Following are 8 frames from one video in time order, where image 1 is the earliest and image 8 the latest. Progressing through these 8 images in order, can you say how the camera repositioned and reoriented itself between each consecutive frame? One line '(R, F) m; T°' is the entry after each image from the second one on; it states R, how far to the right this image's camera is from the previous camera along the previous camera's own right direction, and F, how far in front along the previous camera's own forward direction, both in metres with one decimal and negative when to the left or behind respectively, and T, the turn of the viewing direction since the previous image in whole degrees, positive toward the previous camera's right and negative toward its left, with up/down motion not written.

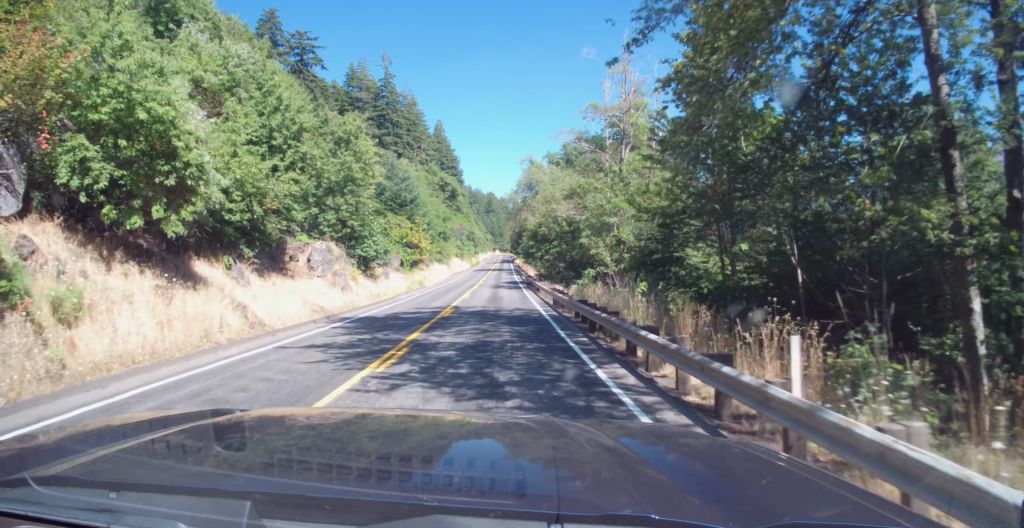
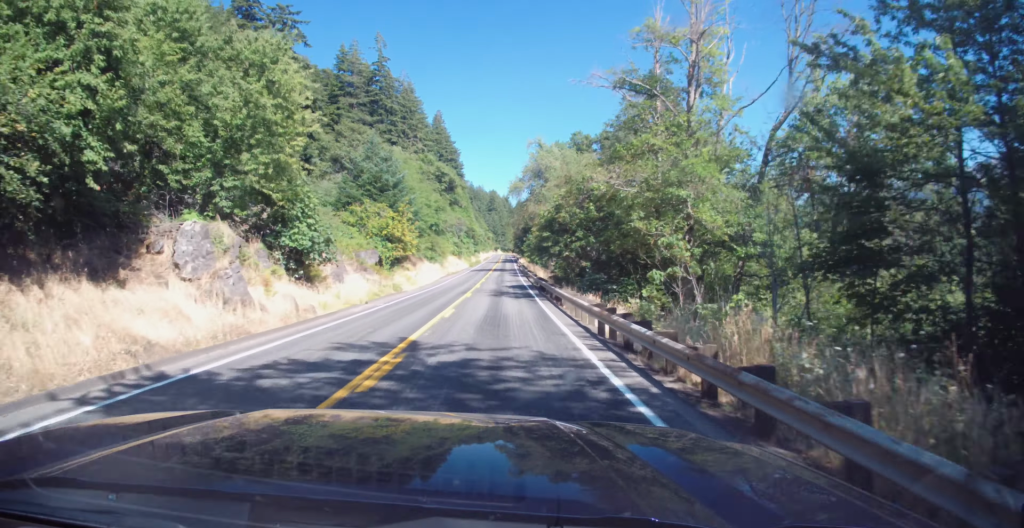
(-0.1, +13.8) m; +1°
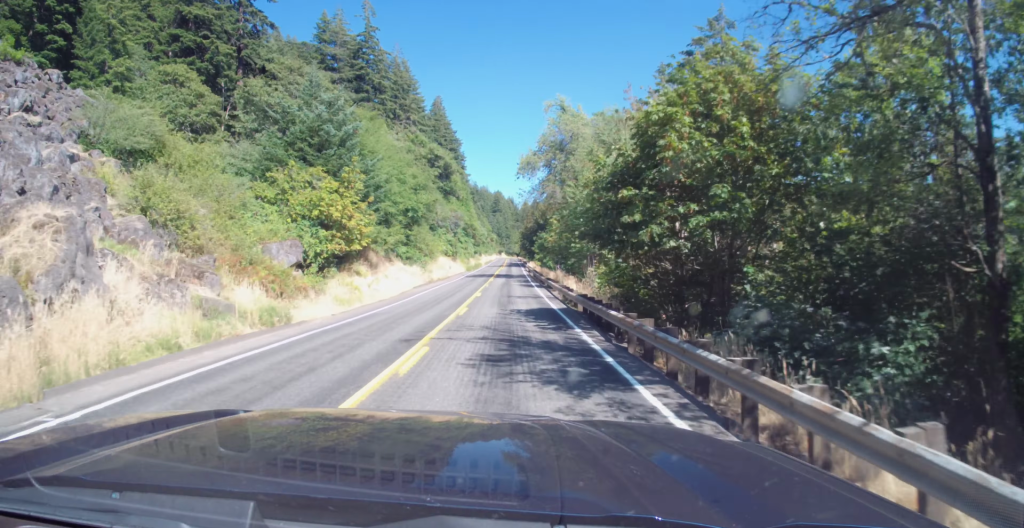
(+0.4, +24.0) m; +1°
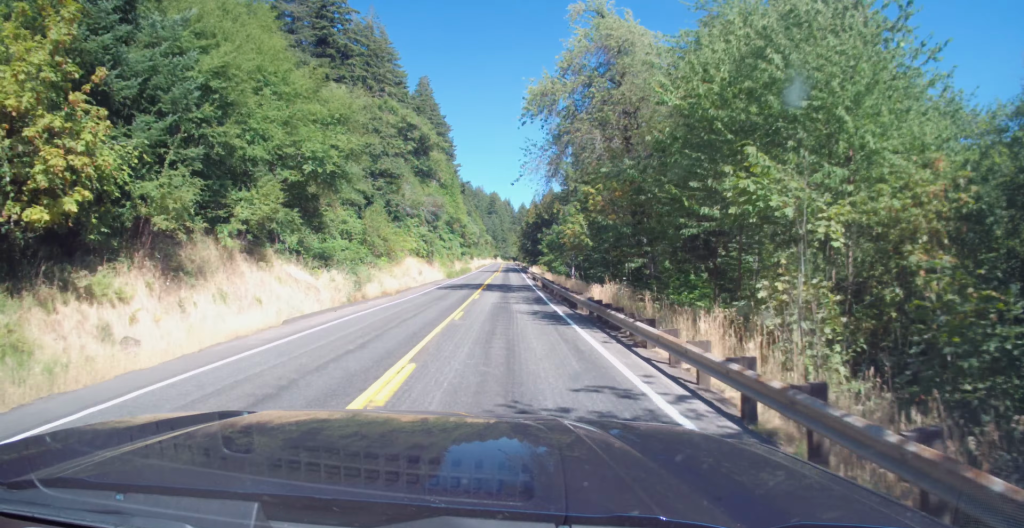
(0.0, +26.0) m; -1°
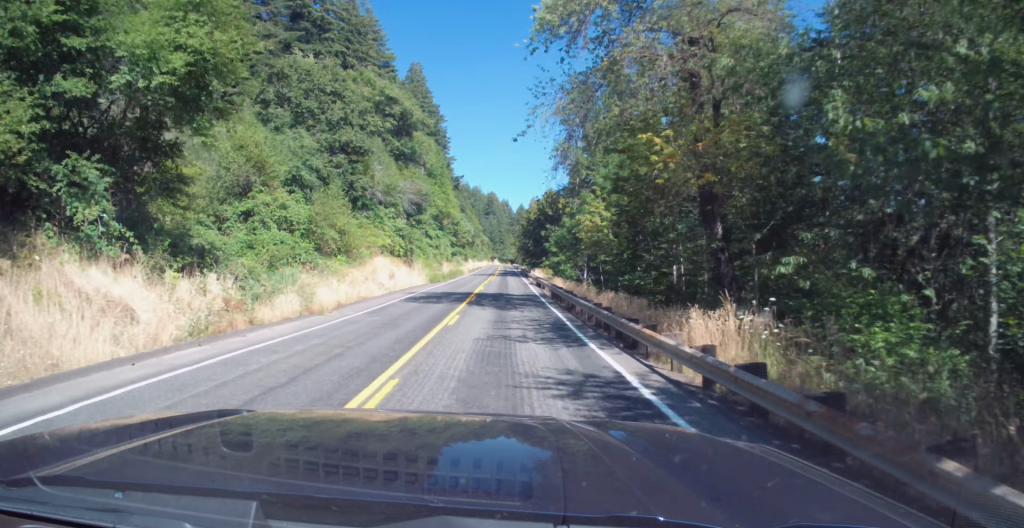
(-0.2, +13.7) m; 0°
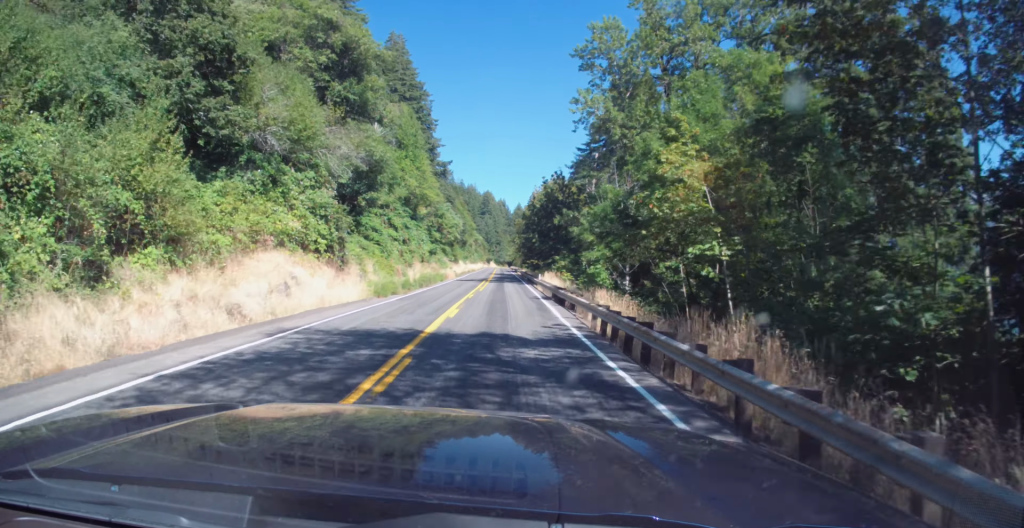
(-0.2, +23.2) m; 0°
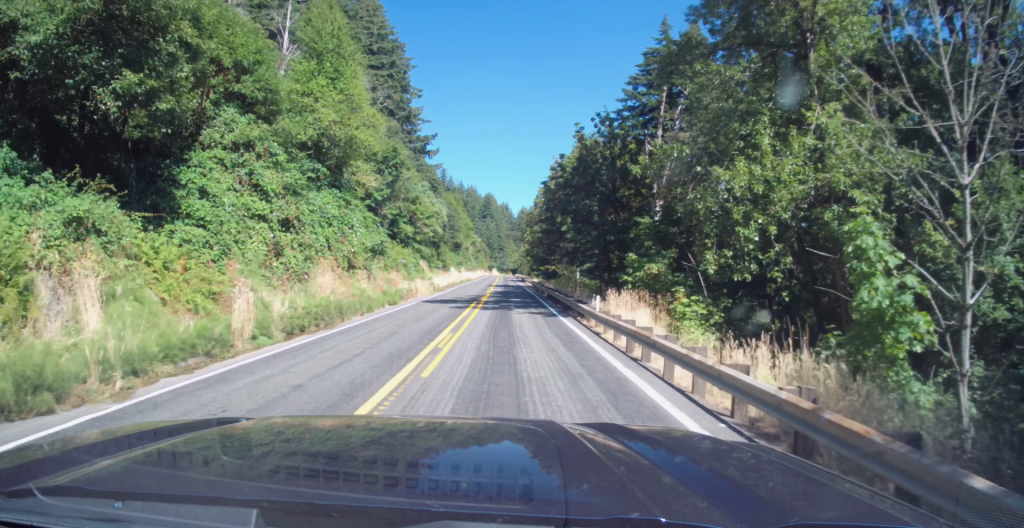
(+0.2, +30.3) m; 0°
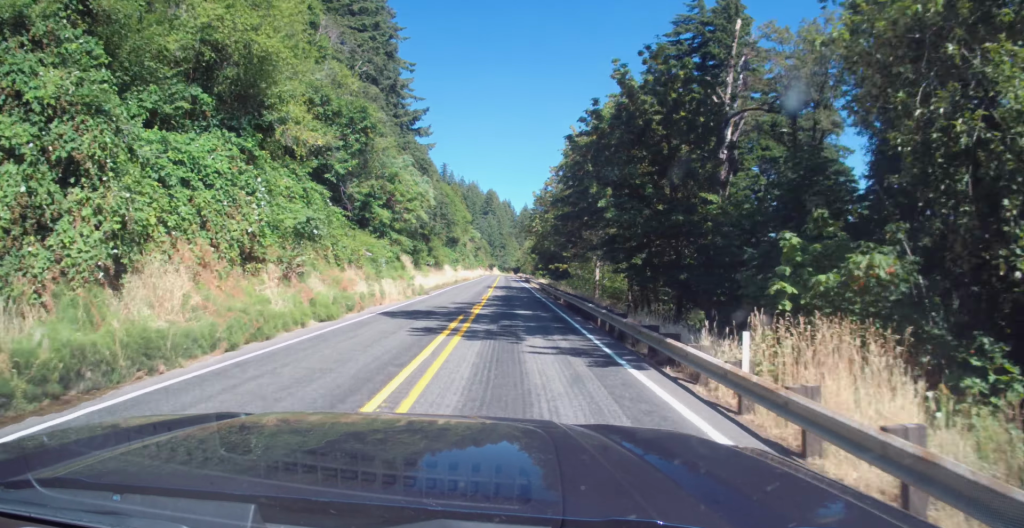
(-0.3, +13.2) m; 0°
